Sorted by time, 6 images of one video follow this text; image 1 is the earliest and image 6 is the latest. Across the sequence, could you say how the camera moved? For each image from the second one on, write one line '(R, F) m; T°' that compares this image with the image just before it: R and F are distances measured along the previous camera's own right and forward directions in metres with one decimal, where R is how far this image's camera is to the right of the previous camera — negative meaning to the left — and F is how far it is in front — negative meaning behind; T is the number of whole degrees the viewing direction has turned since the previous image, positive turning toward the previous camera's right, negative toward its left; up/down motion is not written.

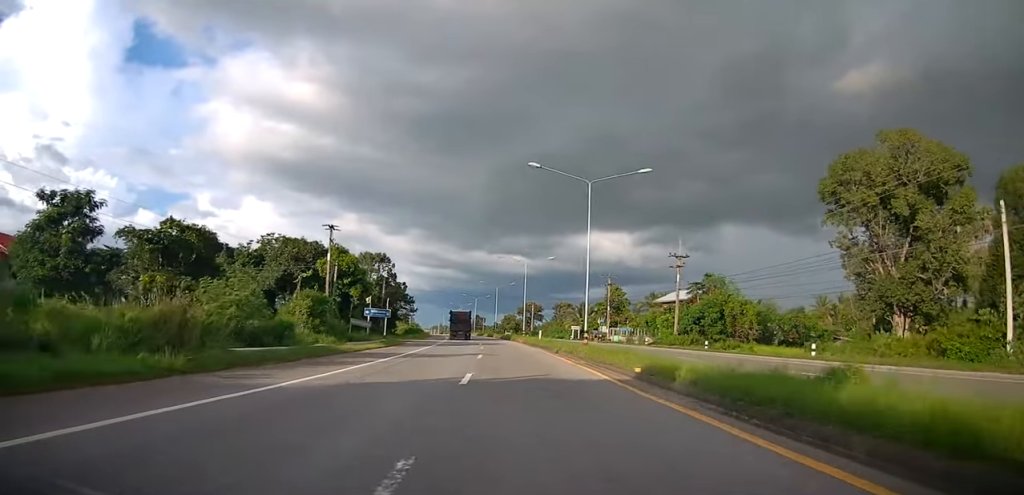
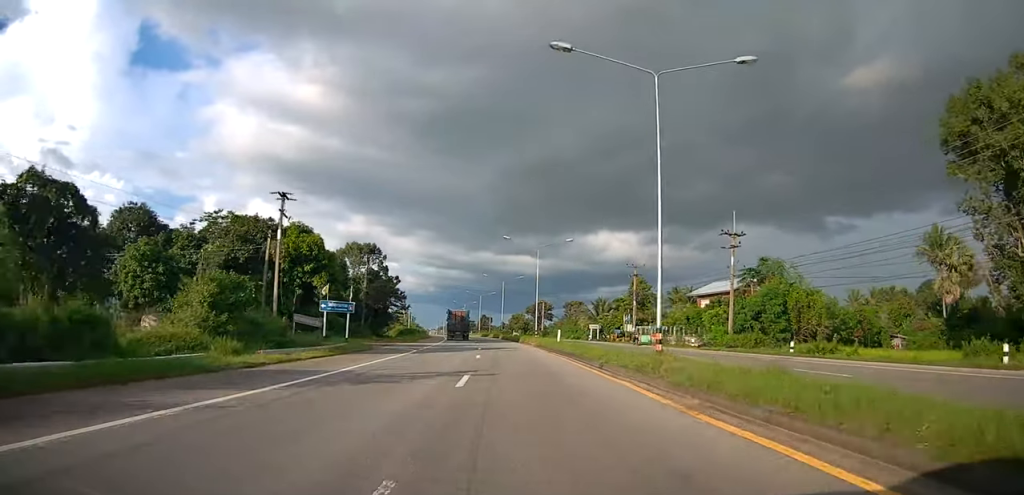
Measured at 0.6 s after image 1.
(-0.1, +12.8) m; 0°
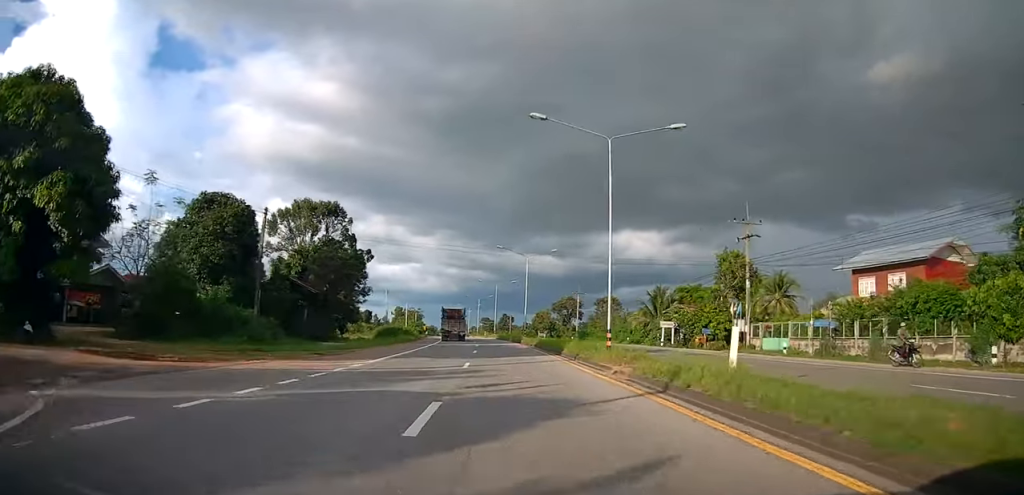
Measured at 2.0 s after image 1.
(-0.1, +29.6) m; -3°
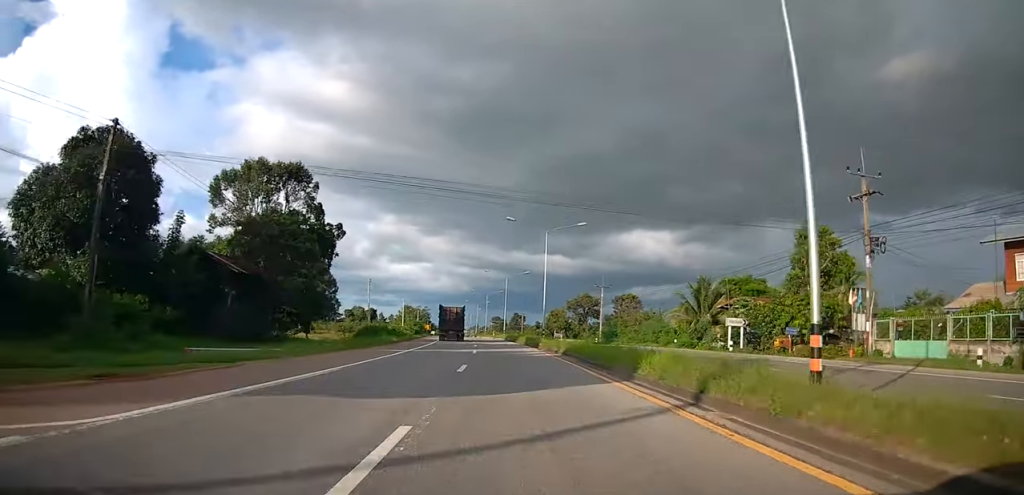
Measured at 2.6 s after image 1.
(-0.6, +14.3) m; -2°
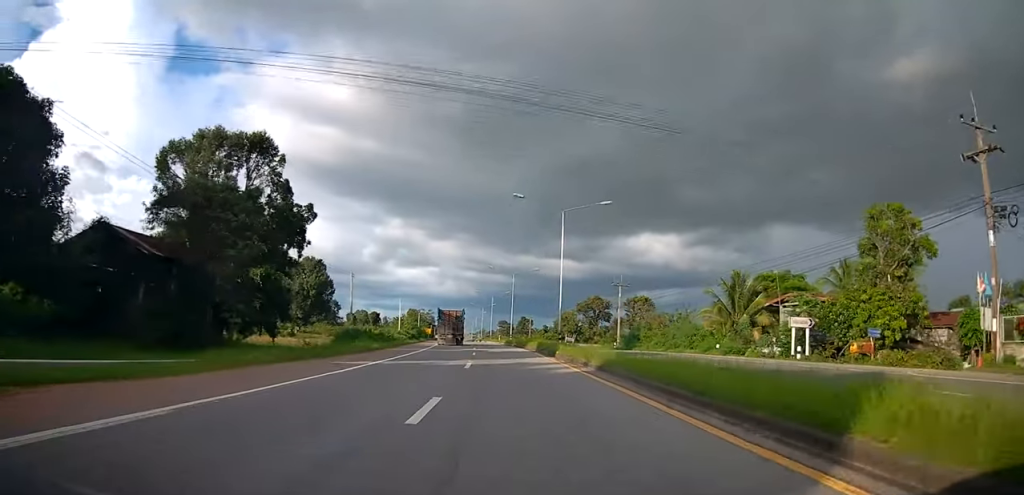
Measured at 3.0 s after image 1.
(-0.1, +8.6) m; -1°
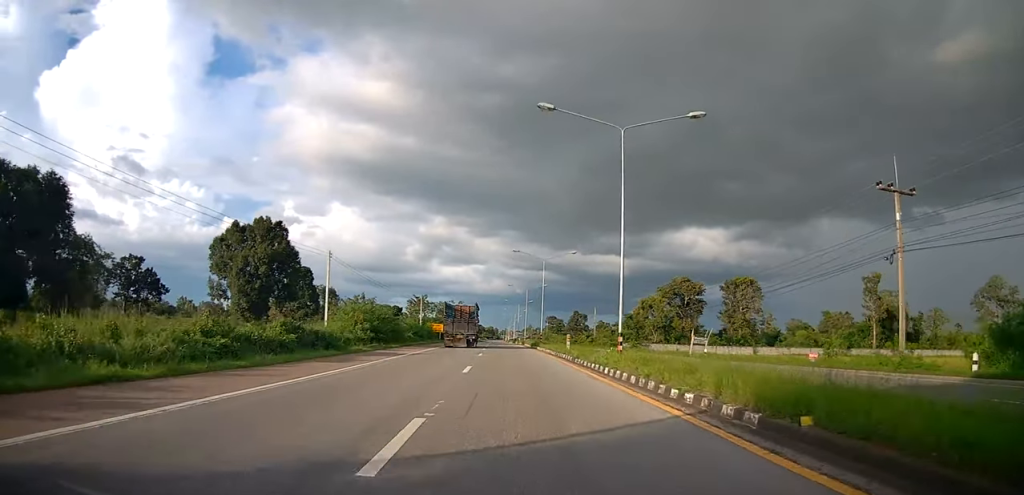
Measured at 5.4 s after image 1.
(-0.9, +51.0) m; -3°
